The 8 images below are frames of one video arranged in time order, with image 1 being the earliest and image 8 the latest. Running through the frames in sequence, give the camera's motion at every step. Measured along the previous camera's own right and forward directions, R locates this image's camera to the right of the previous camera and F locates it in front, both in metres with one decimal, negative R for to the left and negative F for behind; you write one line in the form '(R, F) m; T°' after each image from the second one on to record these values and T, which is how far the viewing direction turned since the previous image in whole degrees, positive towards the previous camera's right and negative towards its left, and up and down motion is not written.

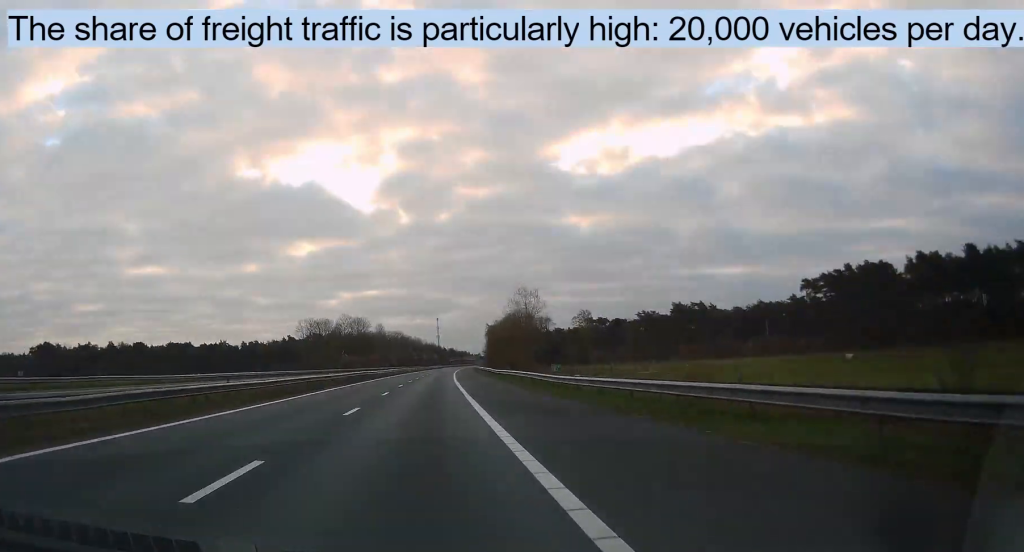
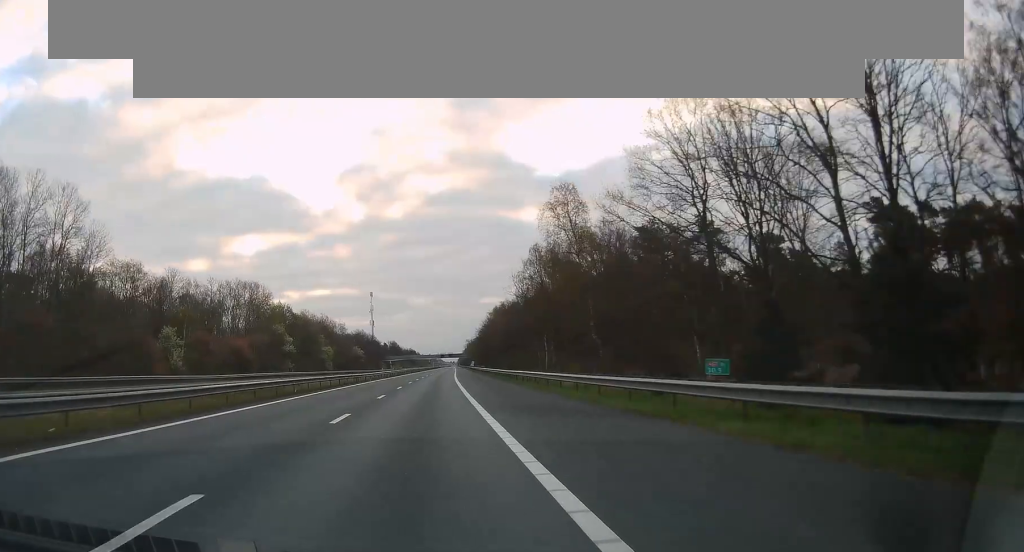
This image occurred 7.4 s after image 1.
(+7.8, +216.5) m; +4°
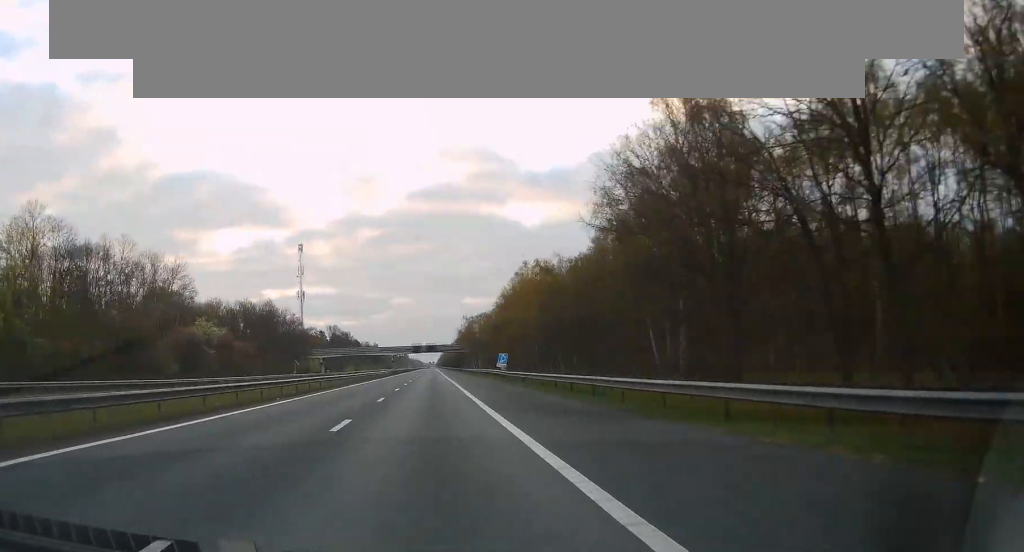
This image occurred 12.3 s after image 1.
(+2.6, +146.6) m; +1°
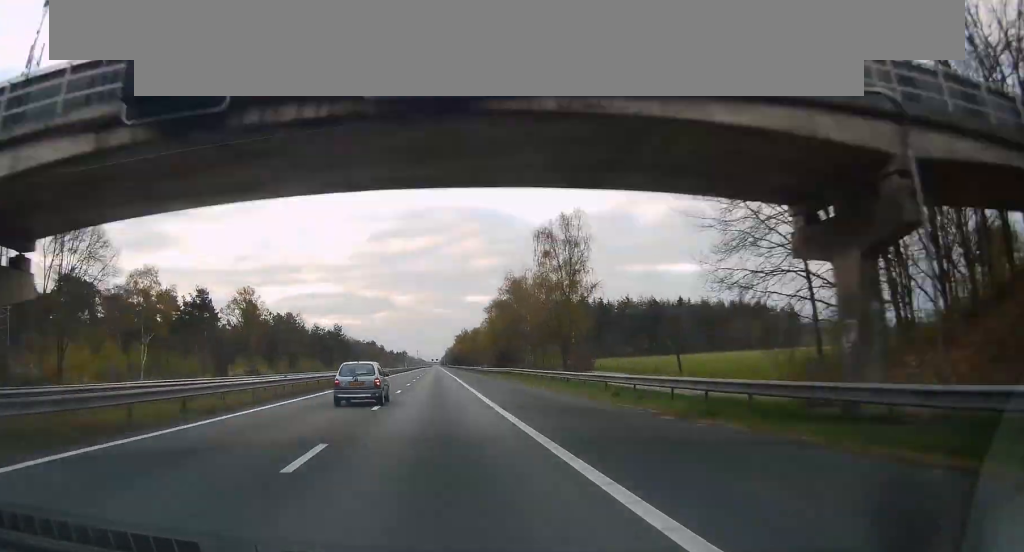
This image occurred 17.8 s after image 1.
(+0.3, +161.2) m; +1°
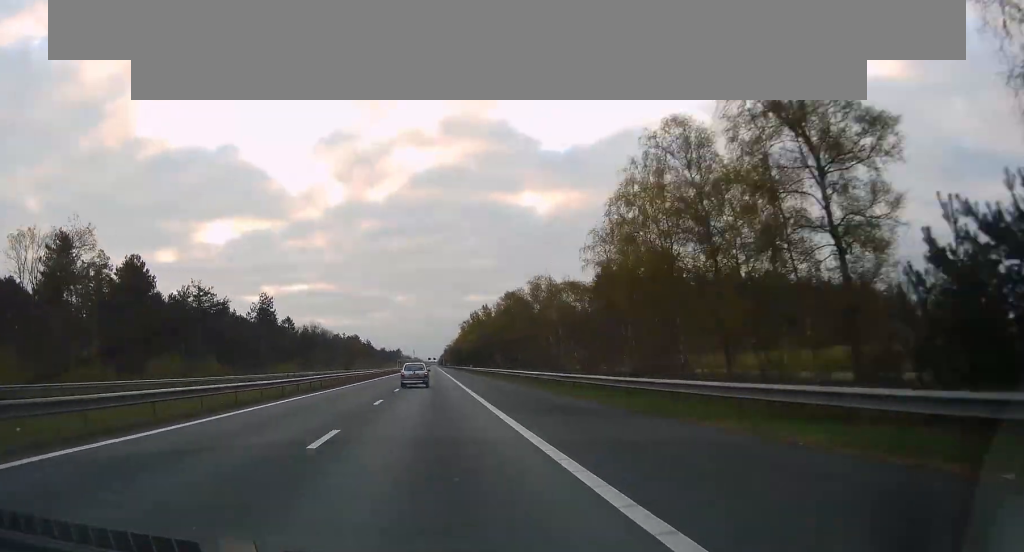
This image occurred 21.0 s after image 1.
(+0.7, +94.9) m; 0°
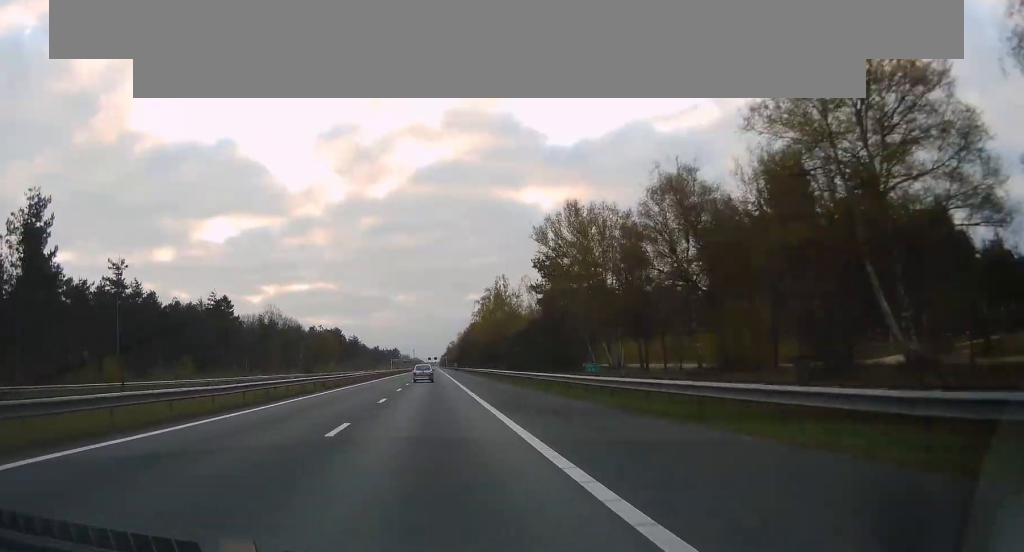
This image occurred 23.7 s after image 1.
(+0.1, +80.7) m; 0°
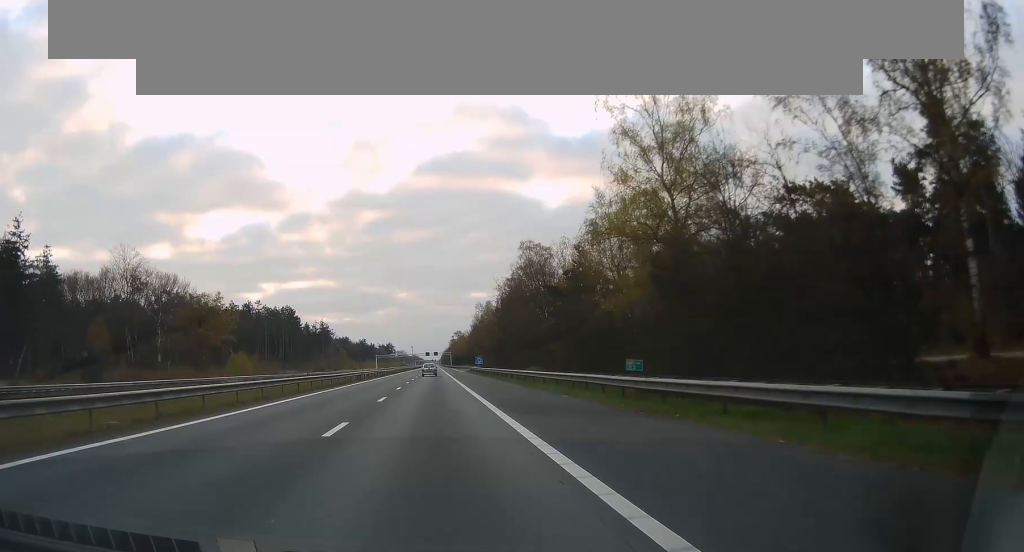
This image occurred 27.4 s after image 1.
(-0.3, +109.1) m; 0°
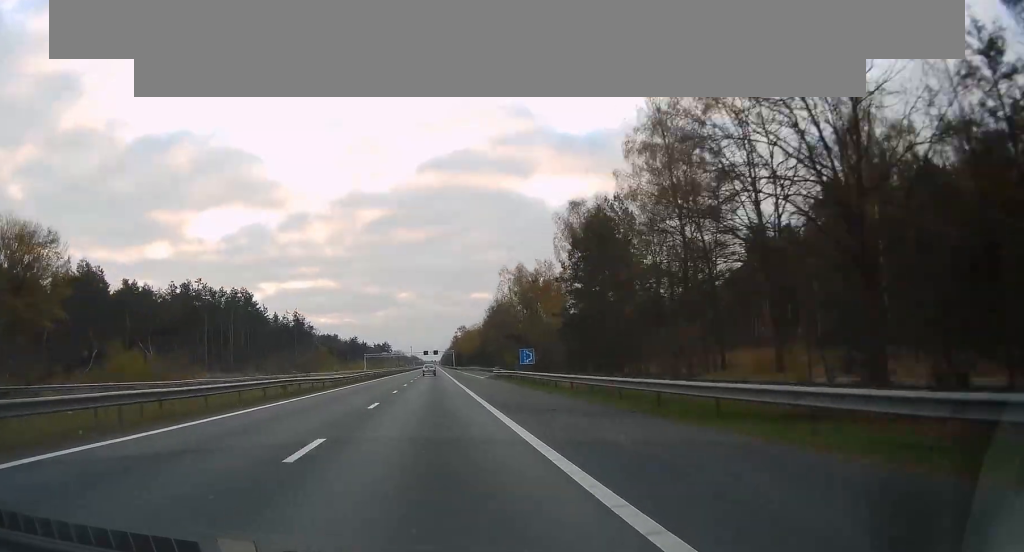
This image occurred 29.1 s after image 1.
(+0.1, +52.2) m; 0°
